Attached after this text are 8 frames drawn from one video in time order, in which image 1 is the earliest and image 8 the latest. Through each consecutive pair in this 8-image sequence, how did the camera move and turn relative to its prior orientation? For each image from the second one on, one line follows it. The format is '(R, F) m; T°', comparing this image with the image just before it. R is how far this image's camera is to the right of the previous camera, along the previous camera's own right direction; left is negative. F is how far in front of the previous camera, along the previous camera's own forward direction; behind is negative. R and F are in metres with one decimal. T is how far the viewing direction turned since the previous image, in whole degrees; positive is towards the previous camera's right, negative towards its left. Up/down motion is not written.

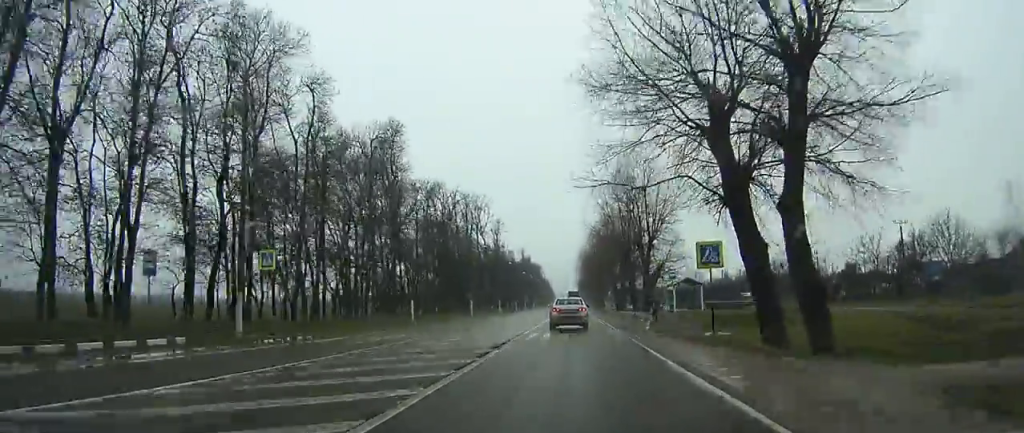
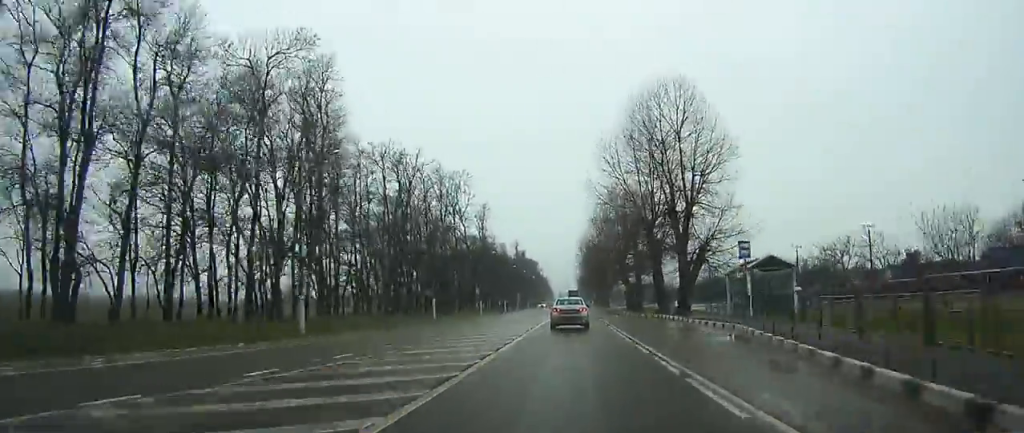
(0.0, +22.7) m; 0°
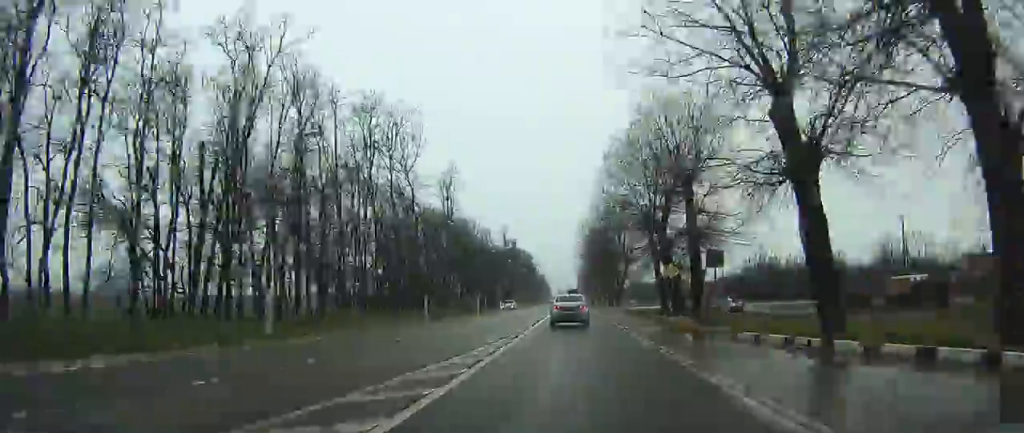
(+0.1, +34.1) m; 0°
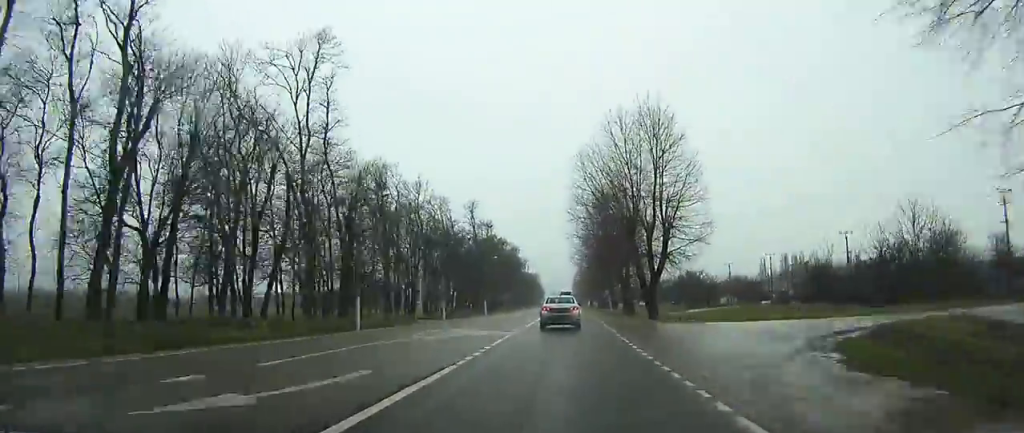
(-0.2, +48.0) m; 0°
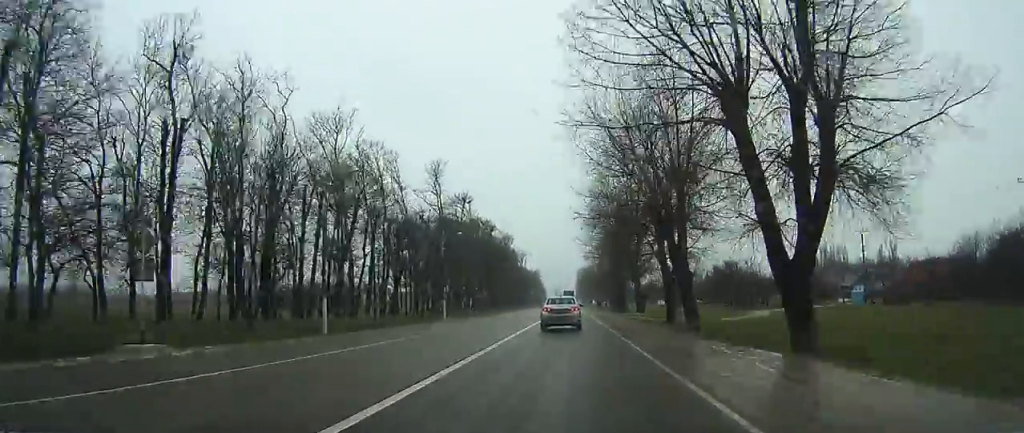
(+0.6, +35.4) m; +1°
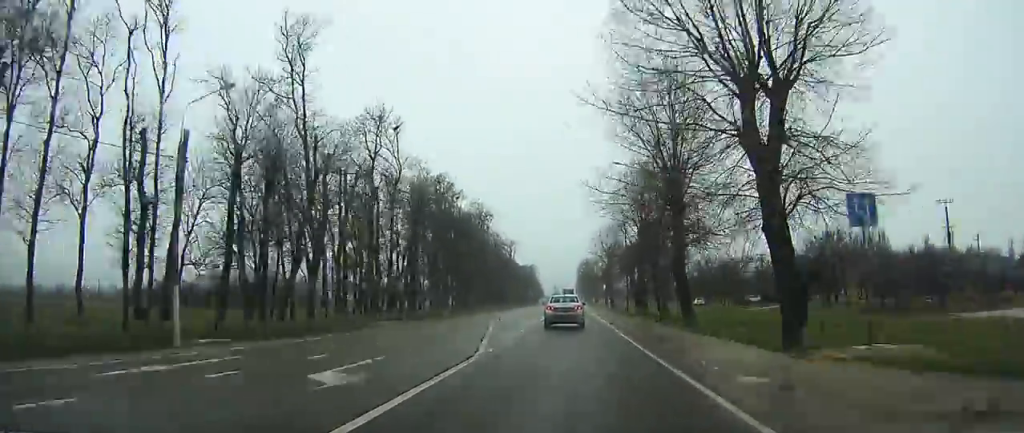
(0.0, +48.1) m; 0°
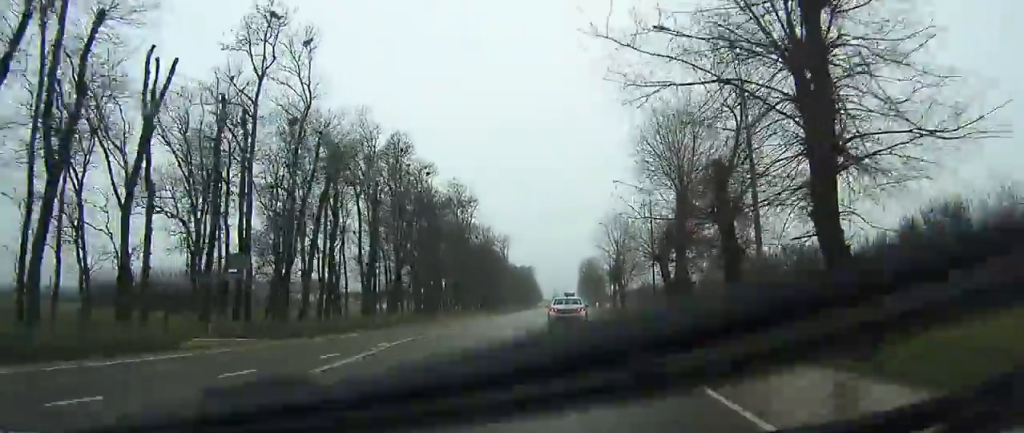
(+0.1, +24.1) m; 0°
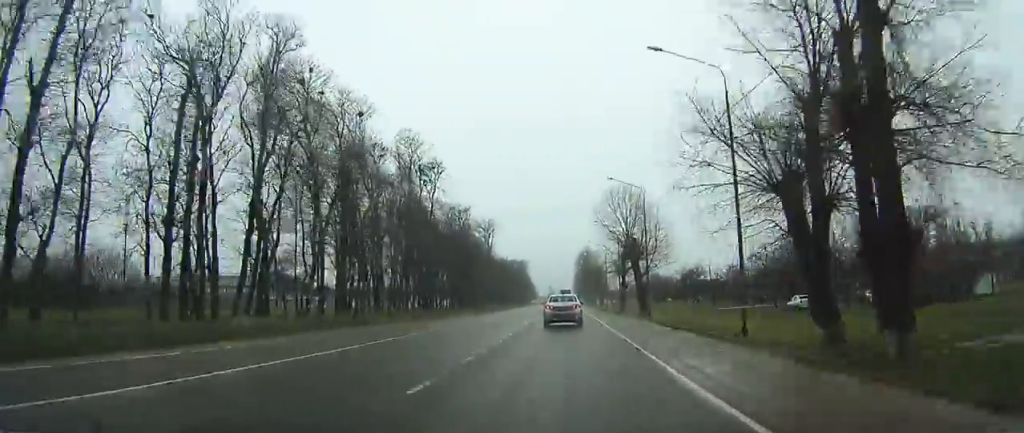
(-0.2, +28.0) m; 0°
